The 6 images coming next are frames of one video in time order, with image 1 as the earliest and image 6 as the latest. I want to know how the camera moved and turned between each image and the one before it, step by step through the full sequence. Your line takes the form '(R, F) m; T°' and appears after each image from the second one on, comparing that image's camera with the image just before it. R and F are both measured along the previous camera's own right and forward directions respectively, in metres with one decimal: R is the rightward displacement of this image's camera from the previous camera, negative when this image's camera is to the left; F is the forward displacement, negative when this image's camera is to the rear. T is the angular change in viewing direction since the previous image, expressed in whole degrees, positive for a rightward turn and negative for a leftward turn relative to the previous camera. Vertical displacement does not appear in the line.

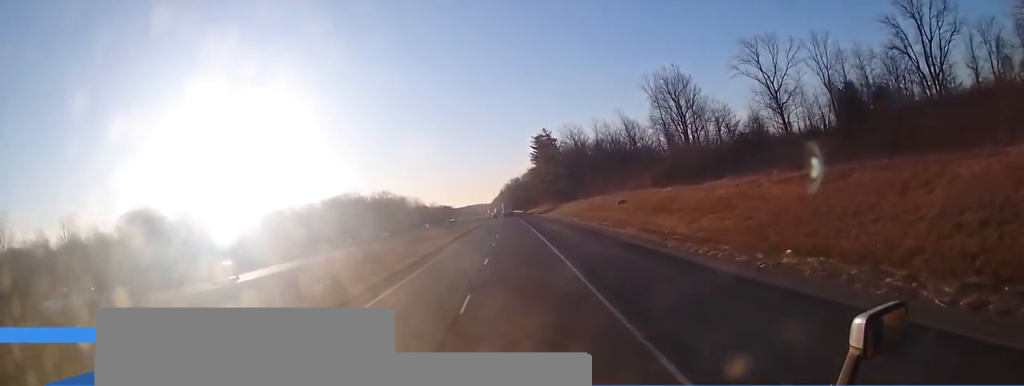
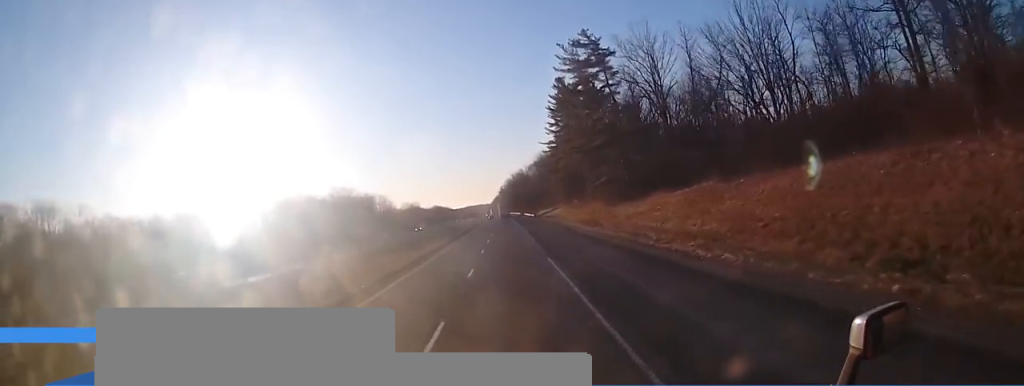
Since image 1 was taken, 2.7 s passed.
(0.0, +77.9) m; 0°
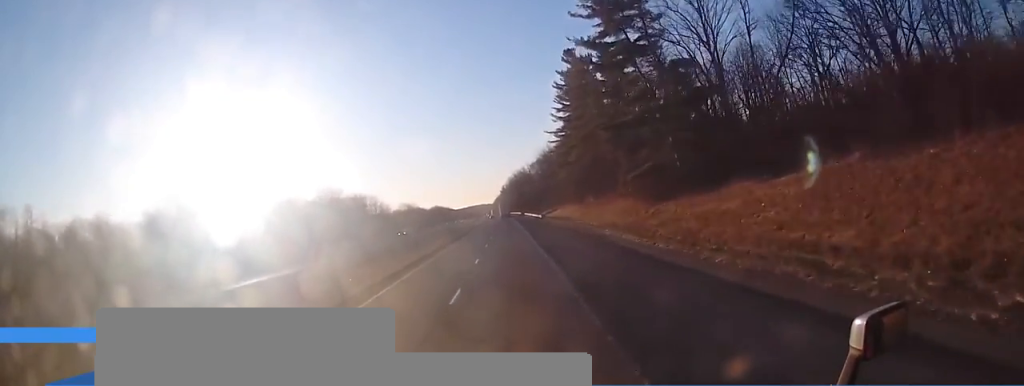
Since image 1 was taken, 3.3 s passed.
(+0.1, +18.6) m; 0°
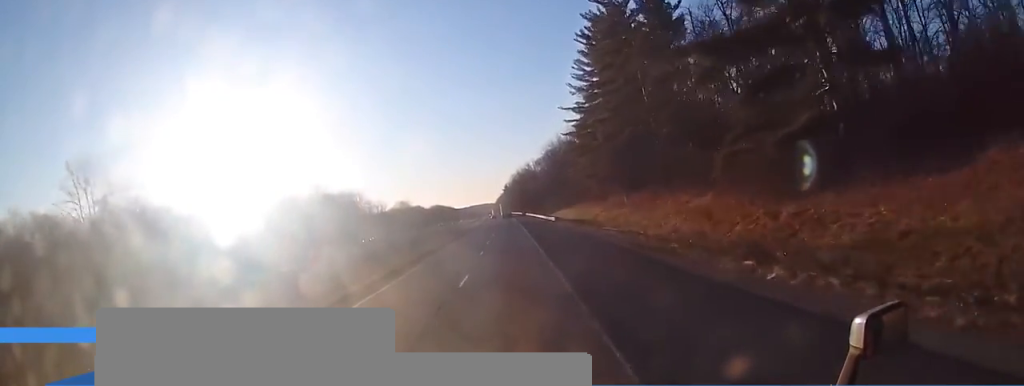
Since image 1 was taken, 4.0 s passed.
(+0.1, +21.0) m; 0°
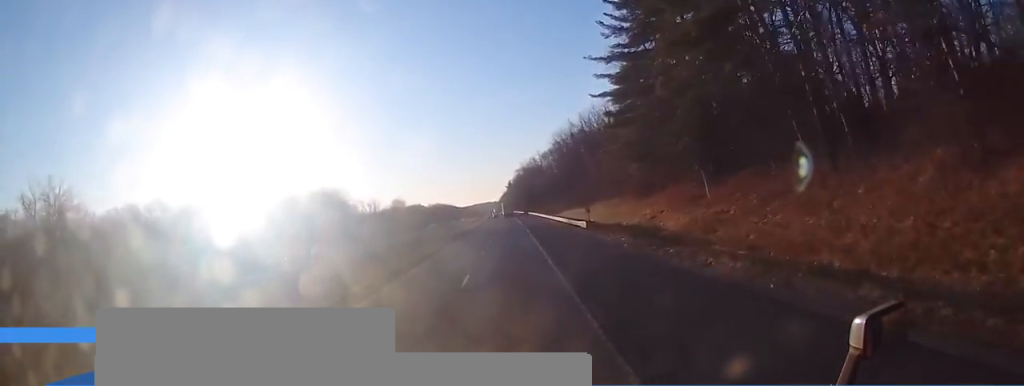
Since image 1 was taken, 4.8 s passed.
(-0.3, +24.3) m; -1°
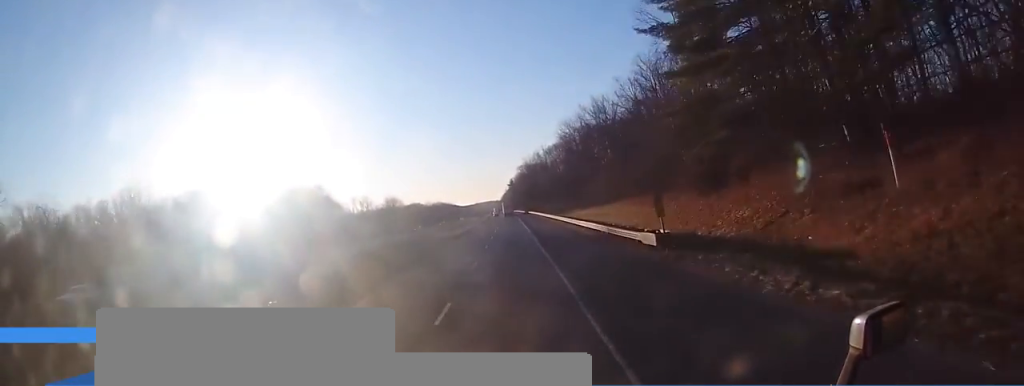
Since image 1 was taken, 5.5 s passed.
(-0.1, +18.5) m; 0°
